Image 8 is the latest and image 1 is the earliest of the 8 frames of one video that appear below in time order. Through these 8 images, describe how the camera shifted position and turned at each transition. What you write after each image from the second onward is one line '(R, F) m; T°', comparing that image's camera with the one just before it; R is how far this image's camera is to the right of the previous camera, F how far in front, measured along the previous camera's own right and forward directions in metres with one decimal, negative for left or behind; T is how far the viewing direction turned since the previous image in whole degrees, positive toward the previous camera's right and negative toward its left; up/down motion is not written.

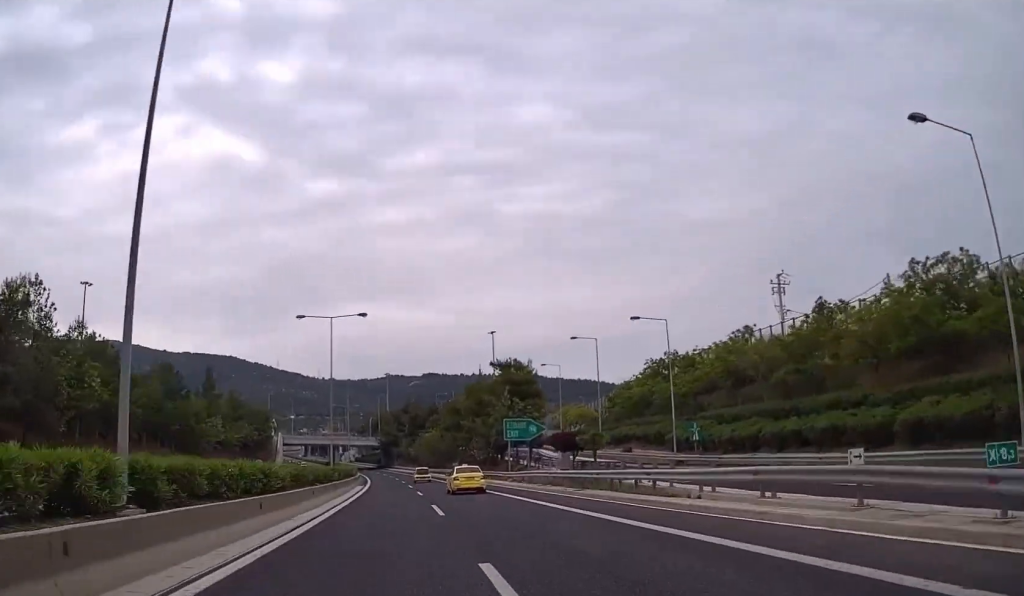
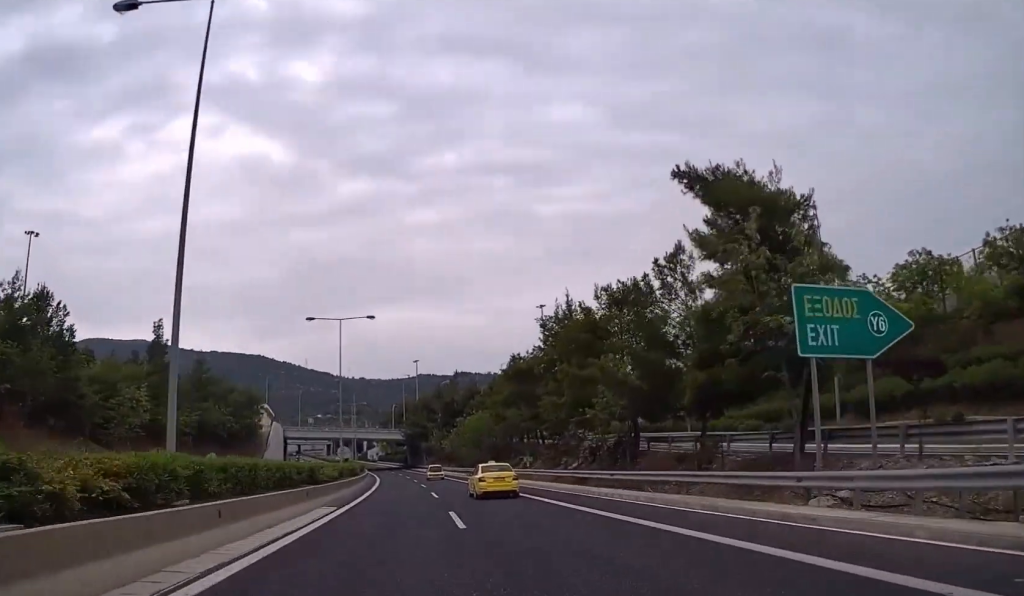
(-0.8, +41.6) m; -2°
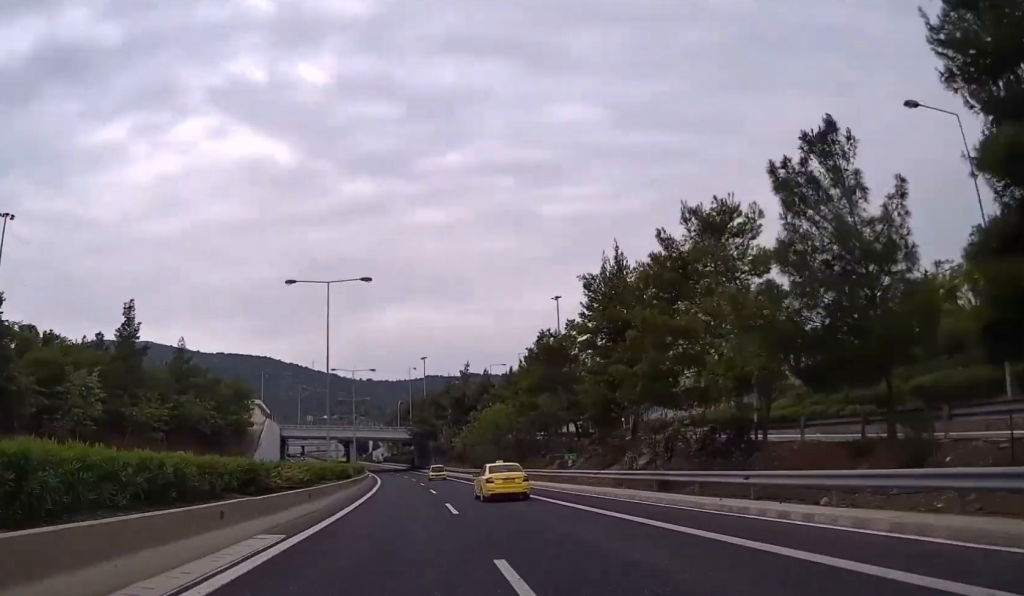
(-0.1, +12.5) m; -1°
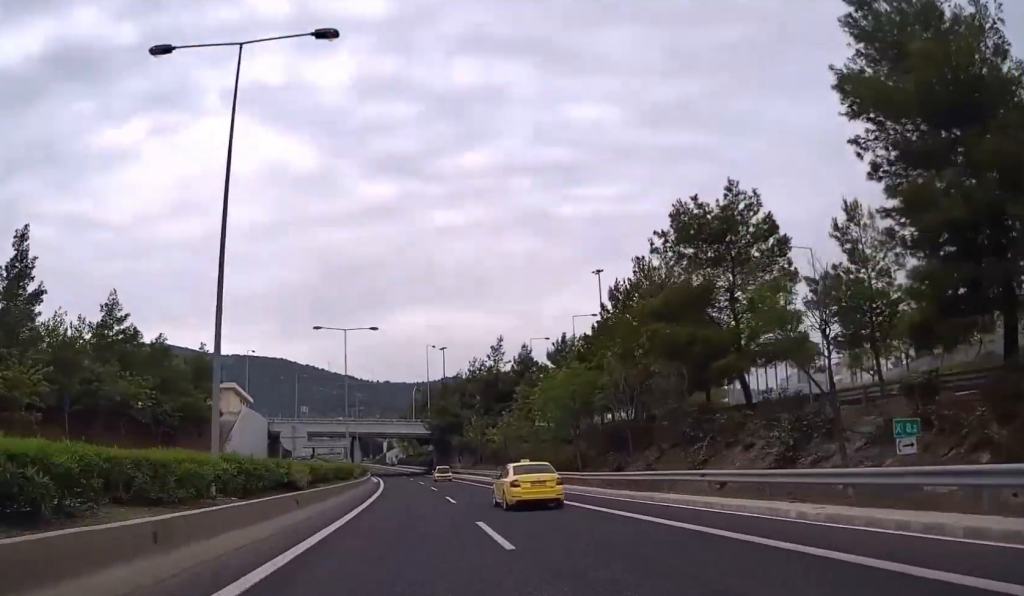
(-0.2, +28.2) m; -1°
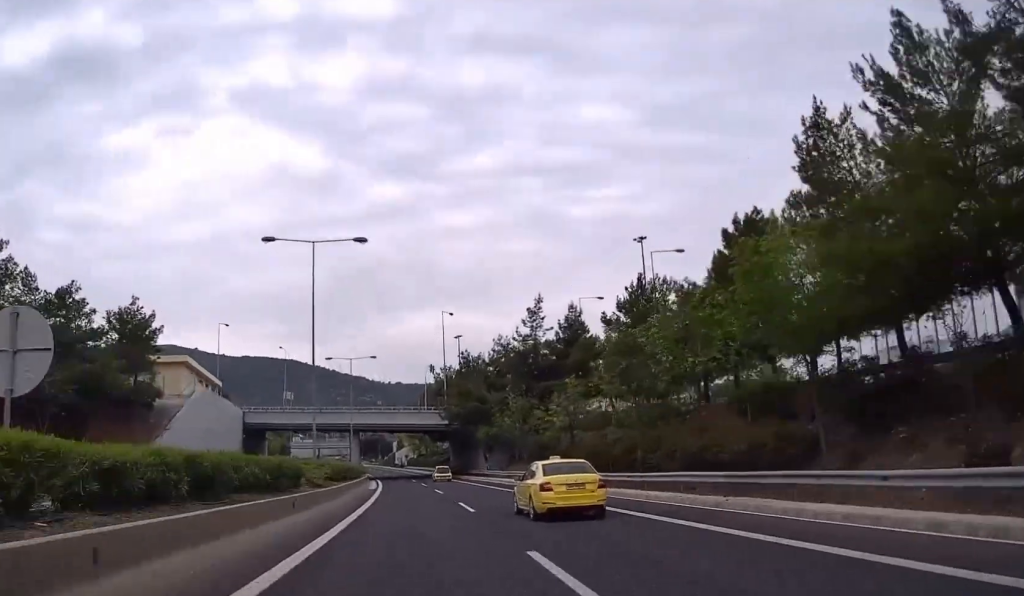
(-0.4, +25.0) m; -1°
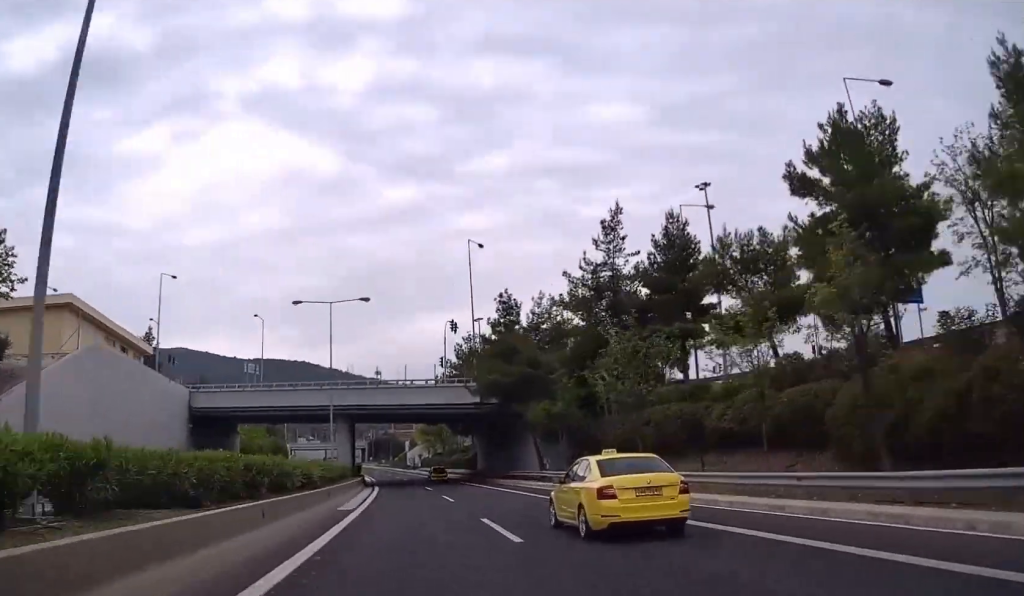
(-0.3, +28.2) m; -1°
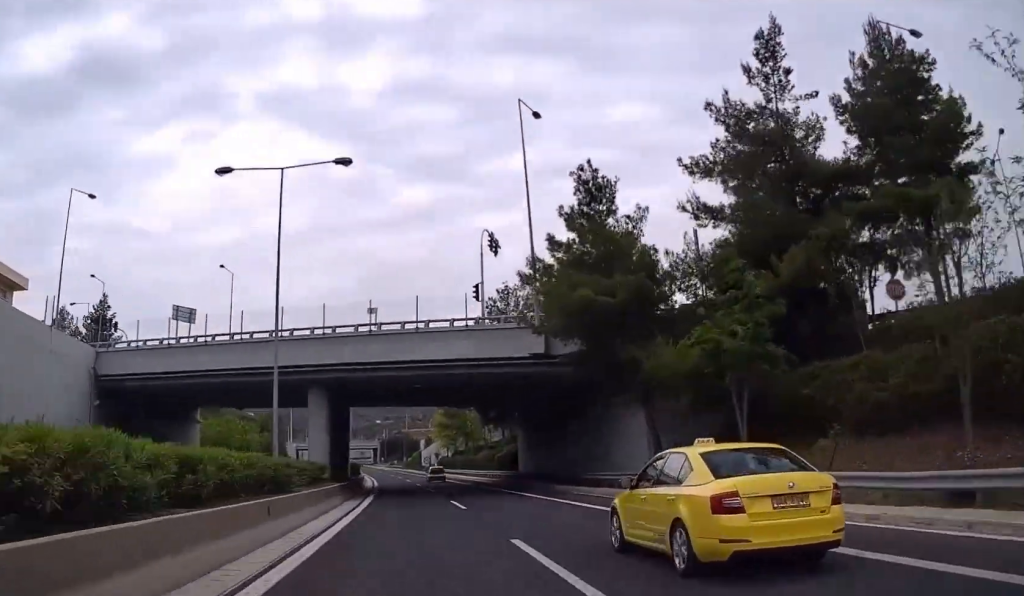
(0.0, +24.1) m; -1°
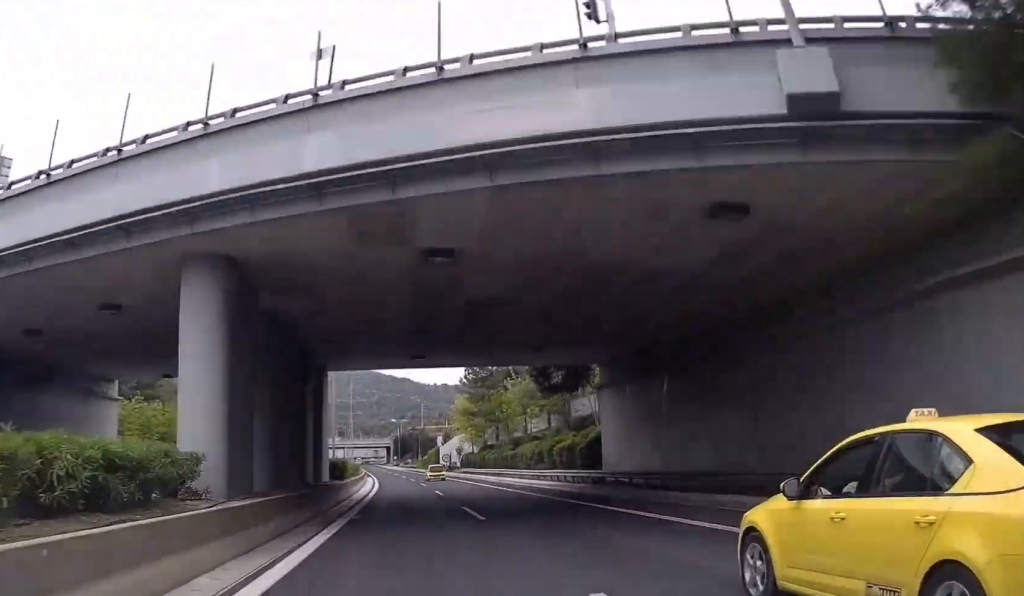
(-0.3, +24.1) m; -1°
